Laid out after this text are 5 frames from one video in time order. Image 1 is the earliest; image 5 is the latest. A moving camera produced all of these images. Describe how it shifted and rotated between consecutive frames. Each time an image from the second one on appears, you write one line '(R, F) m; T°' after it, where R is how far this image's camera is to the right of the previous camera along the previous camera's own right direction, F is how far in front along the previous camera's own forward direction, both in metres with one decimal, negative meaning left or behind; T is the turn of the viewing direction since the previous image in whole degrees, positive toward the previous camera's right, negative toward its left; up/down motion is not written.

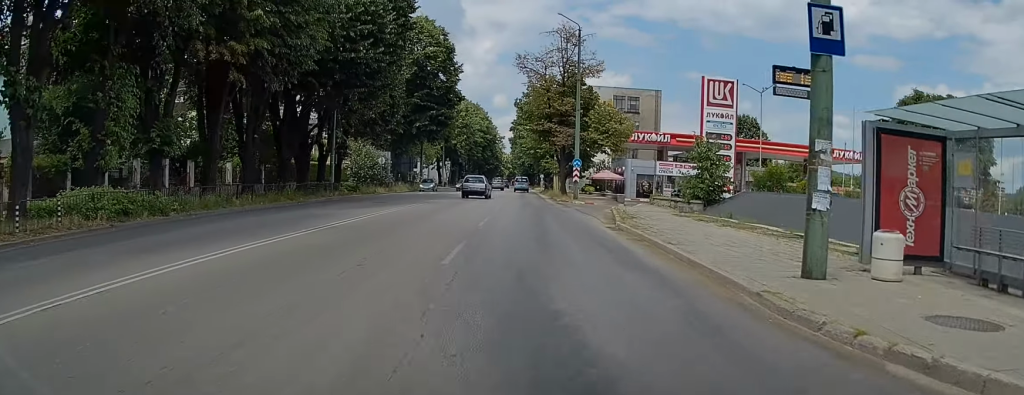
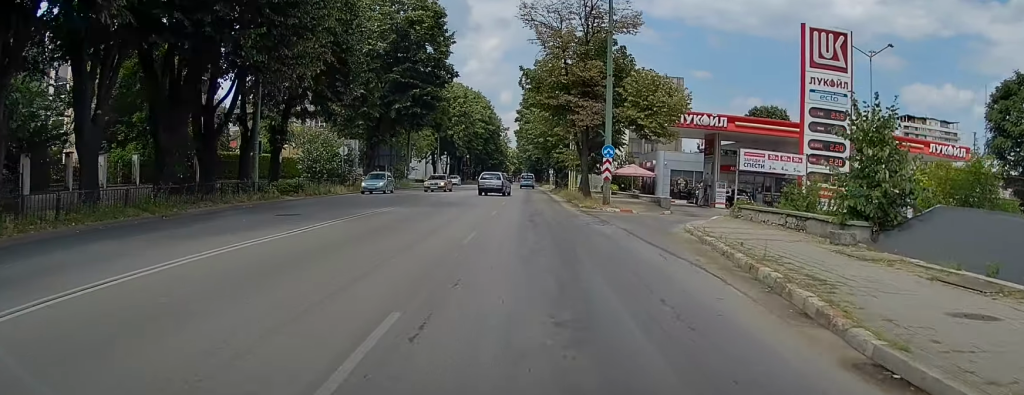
(+0.1, +16.2) m; 0°
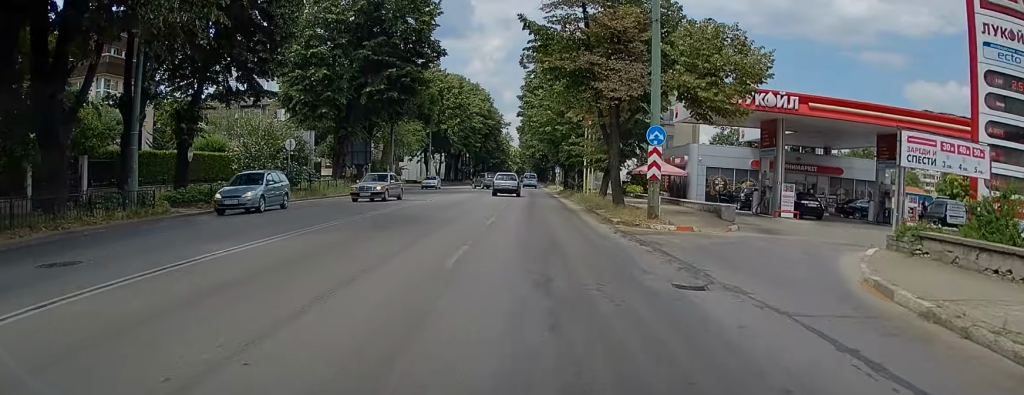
(-0.1, +12.2) m; 0°
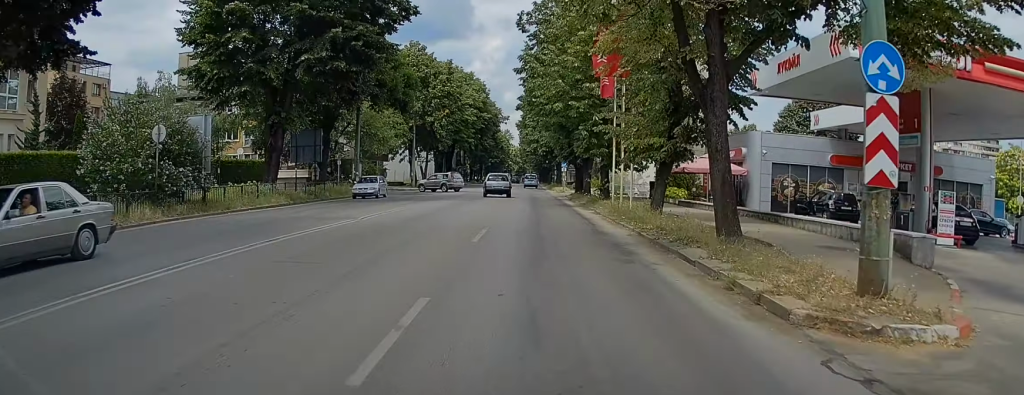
(+0.2, +14.5) m; +1°
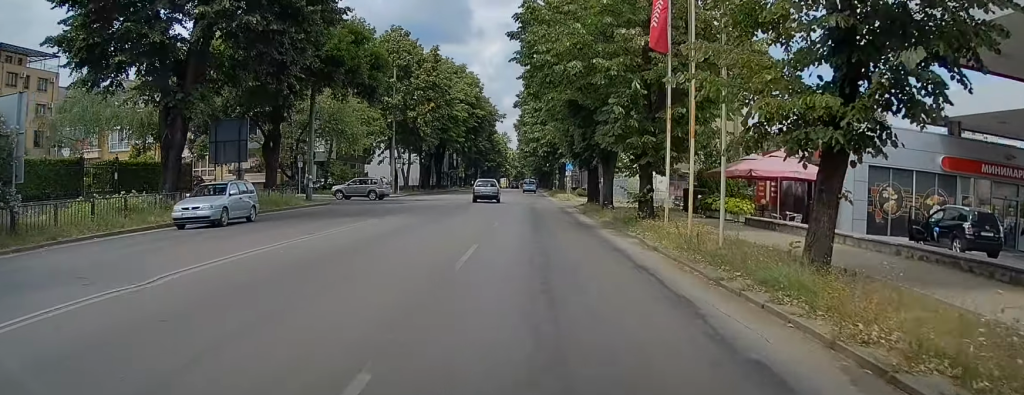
(+0.1, +11.8) m; 0°
